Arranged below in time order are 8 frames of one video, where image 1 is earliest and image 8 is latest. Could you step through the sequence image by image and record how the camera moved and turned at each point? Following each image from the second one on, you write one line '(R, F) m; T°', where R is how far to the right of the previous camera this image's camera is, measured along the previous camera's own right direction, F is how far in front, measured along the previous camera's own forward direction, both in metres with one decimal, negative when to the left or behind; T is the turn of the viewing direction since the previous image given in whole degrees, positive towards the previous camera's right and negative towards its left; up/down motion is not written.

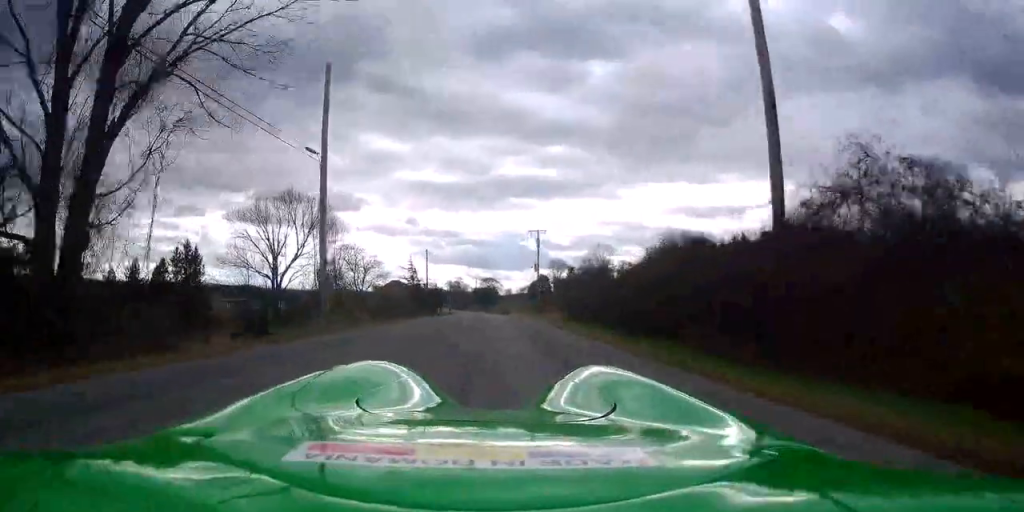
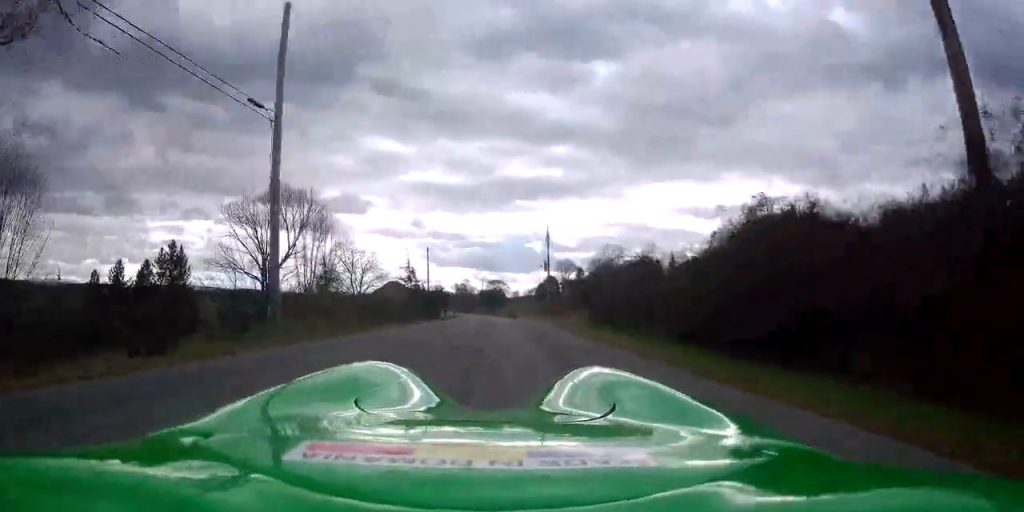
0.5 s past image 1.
(0.0, +6.4) m; 0°
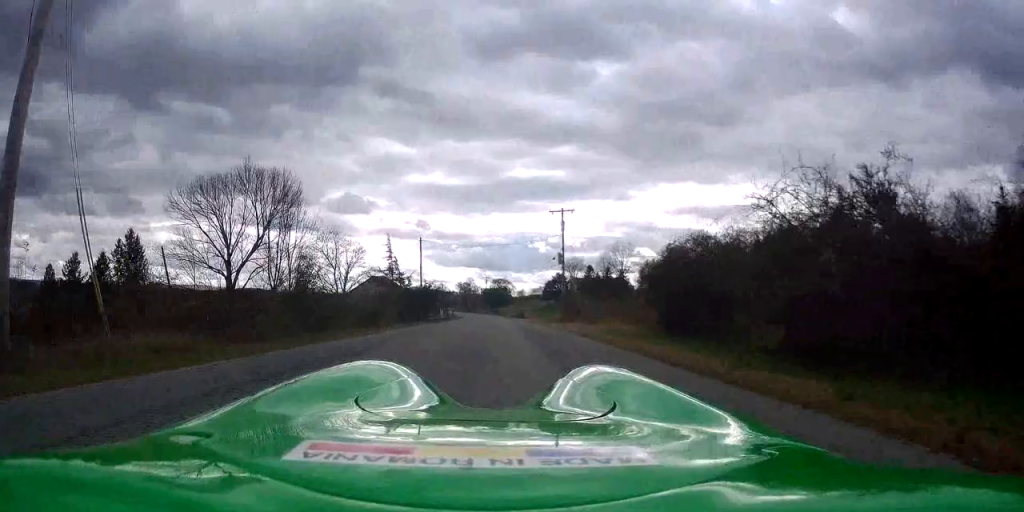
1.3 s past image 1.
(+0.1, +11.3) m; -1°
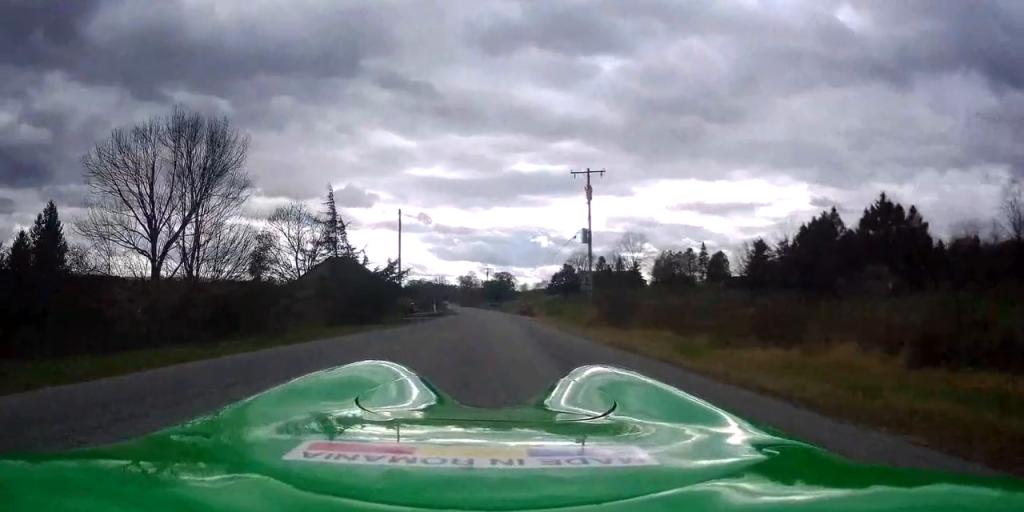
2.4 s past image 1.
(-0.4, +14.9) m; 0°
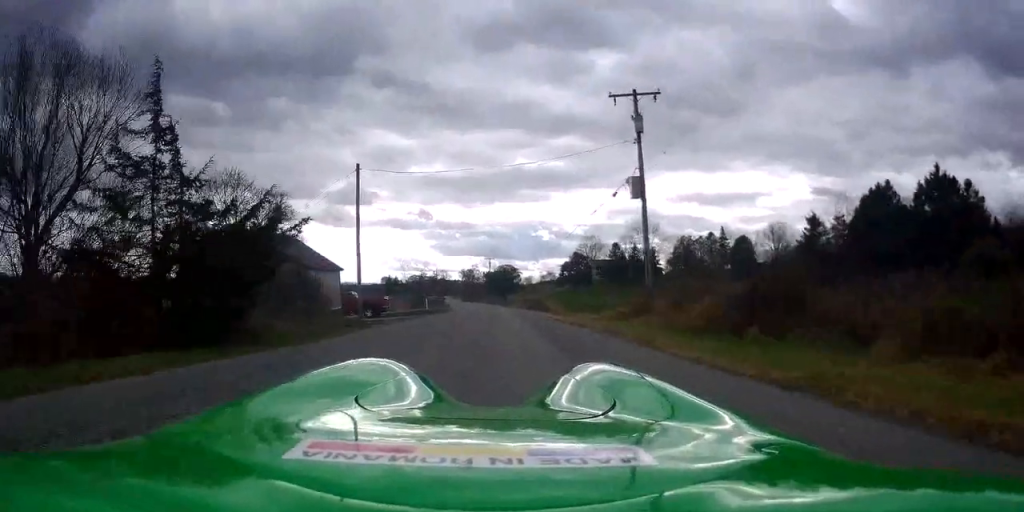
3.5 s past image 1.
(+0.4, +14.8) m; +1°
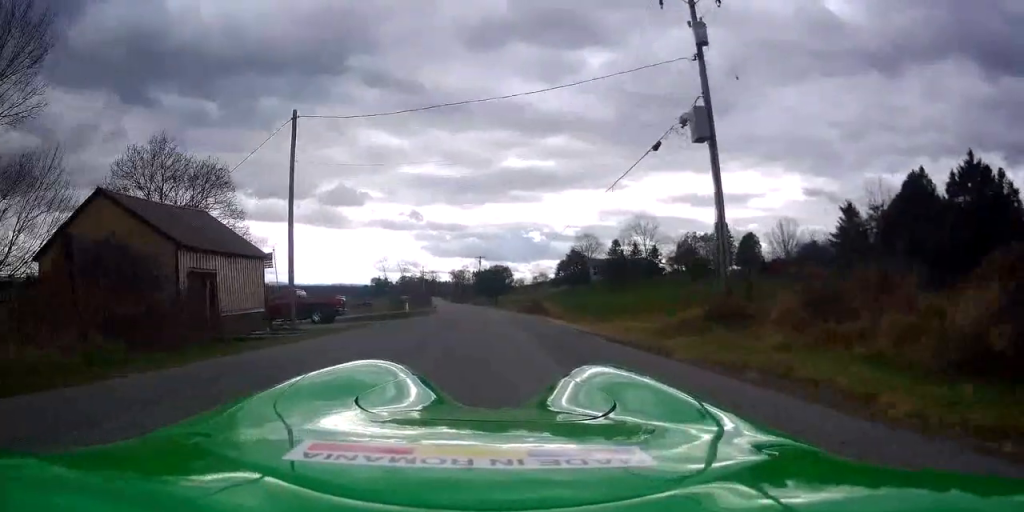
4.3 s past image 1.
(+0.1, +9.8) m; -1°
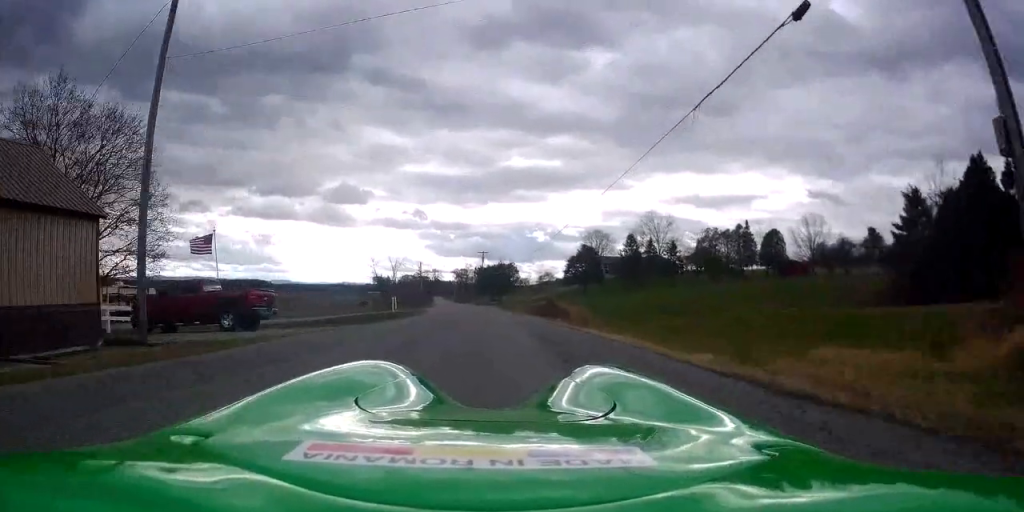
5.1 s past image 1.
(-0.3, +10.6) m; 0°
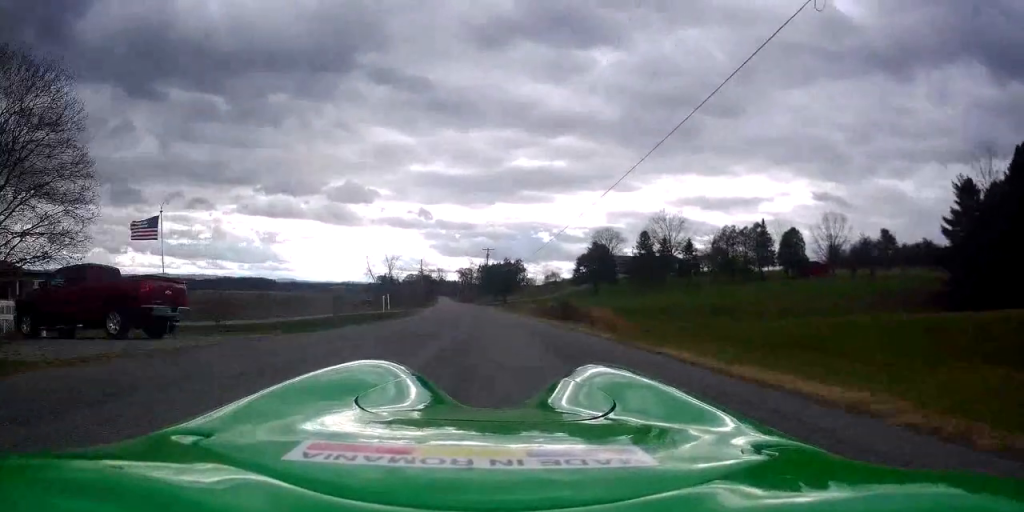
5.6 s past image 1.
(0.0, +6.7) m; 0°
